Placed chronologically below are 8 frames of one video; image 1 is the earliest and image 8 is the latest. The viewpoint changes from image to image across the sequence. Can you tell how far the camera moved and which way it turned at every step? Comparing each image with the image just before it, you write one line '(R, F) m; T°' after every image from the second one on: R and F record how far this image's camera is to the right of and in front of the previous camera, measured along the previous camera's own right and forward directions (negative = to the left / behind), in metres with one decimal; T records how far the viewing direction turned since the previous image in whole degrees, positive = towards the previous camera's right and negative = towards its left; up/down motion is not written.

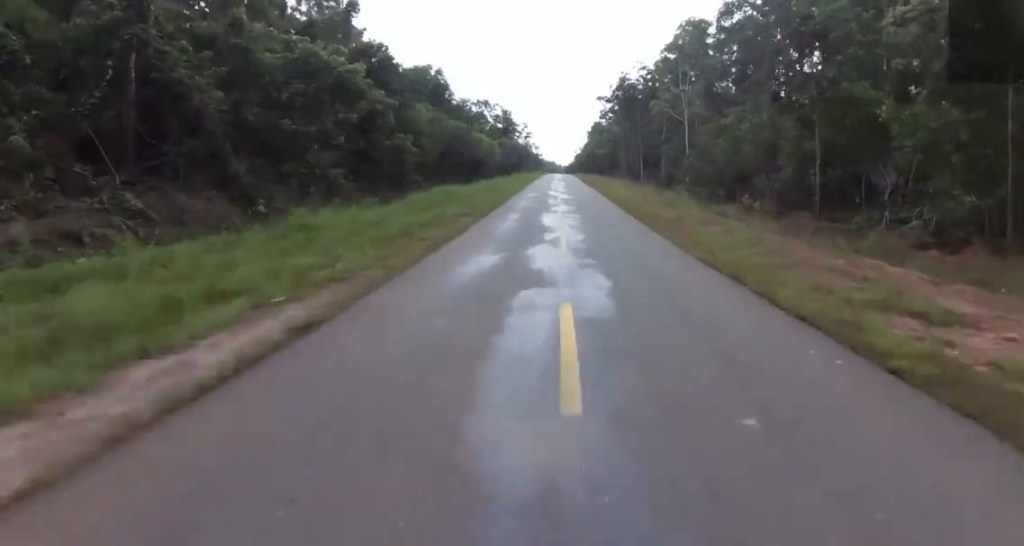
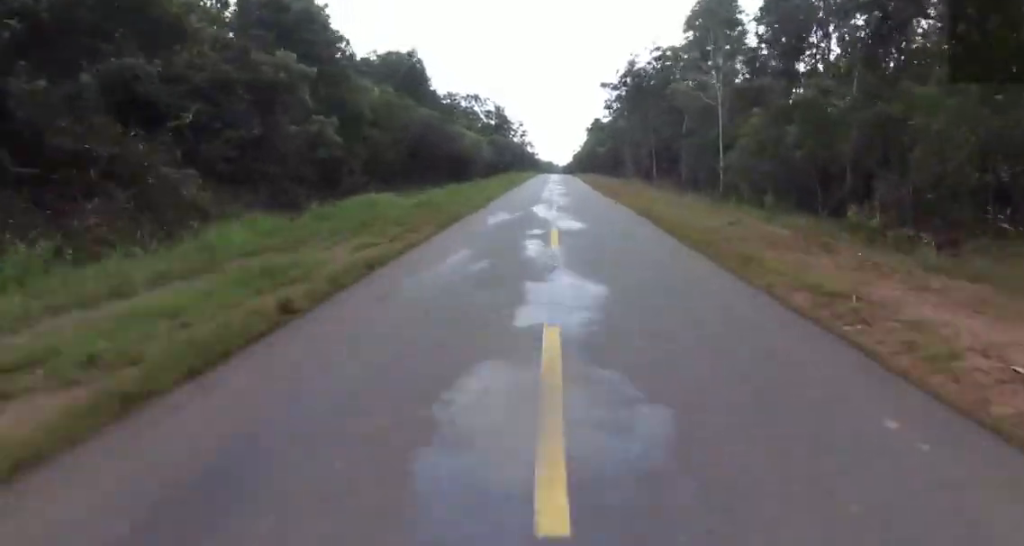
(-0.7, +17.9) m; 0°
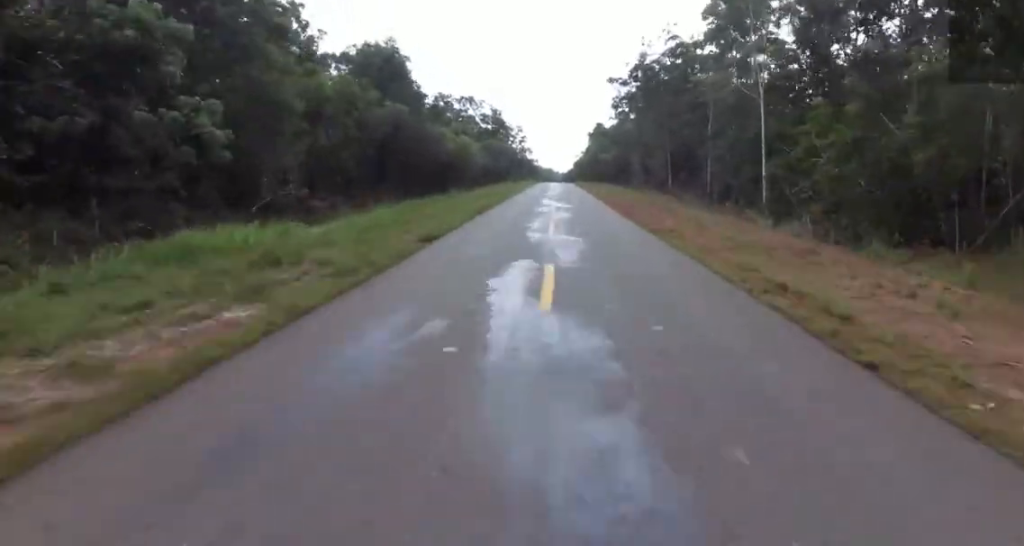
(+0.7, +11.7) m; 0°
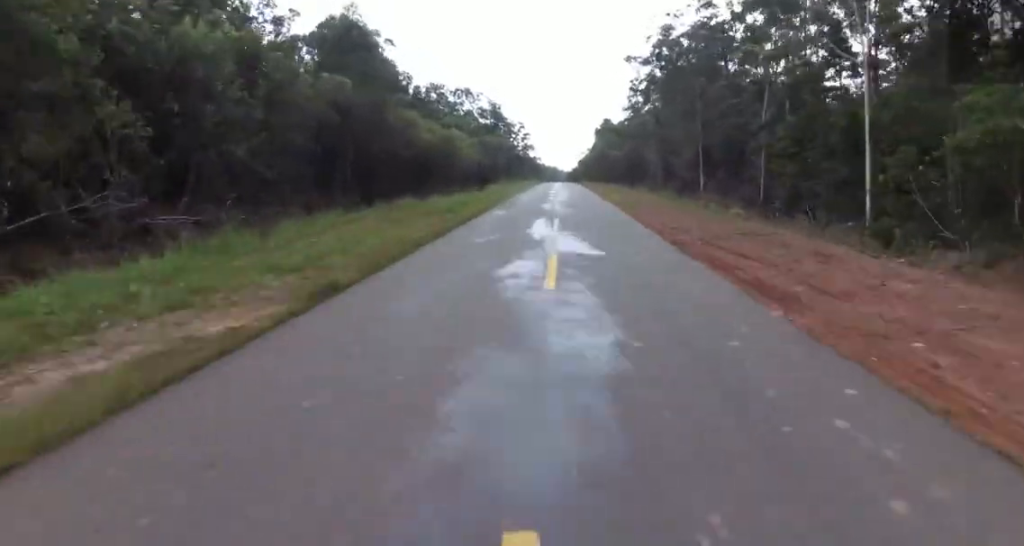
(+0.4, +13.9) m; 0°
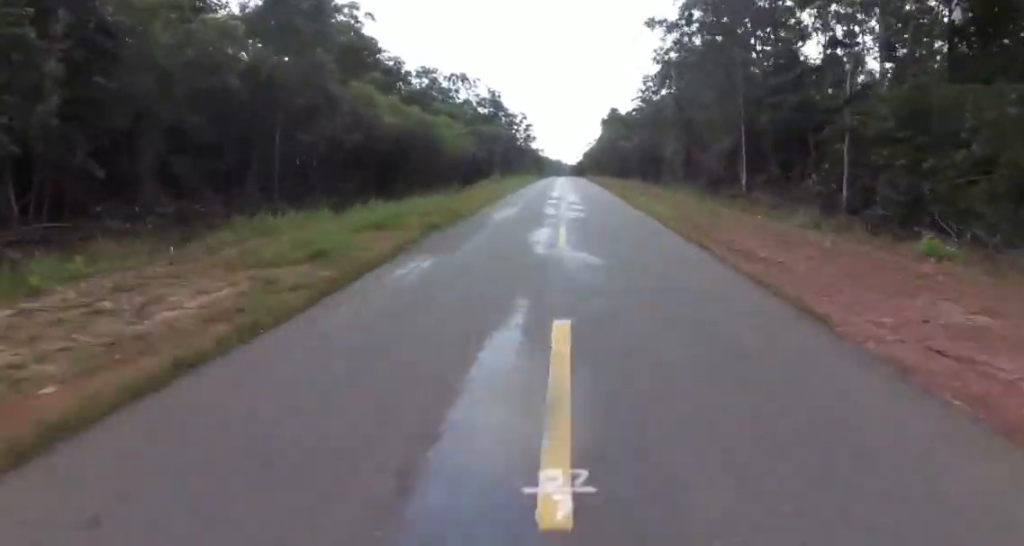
(-0.8, +12.6) m; 0°
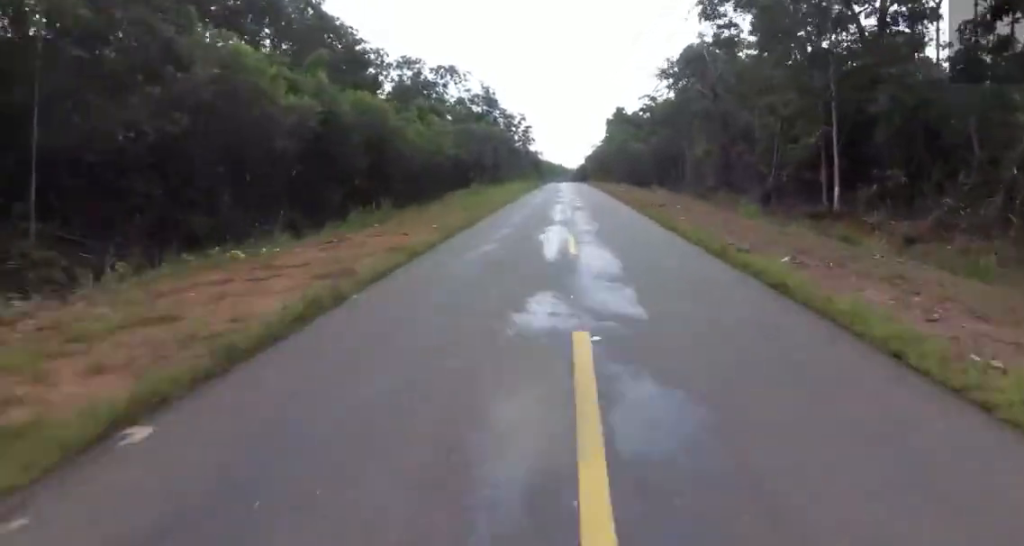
(+0.1, +15.1) m; 0°
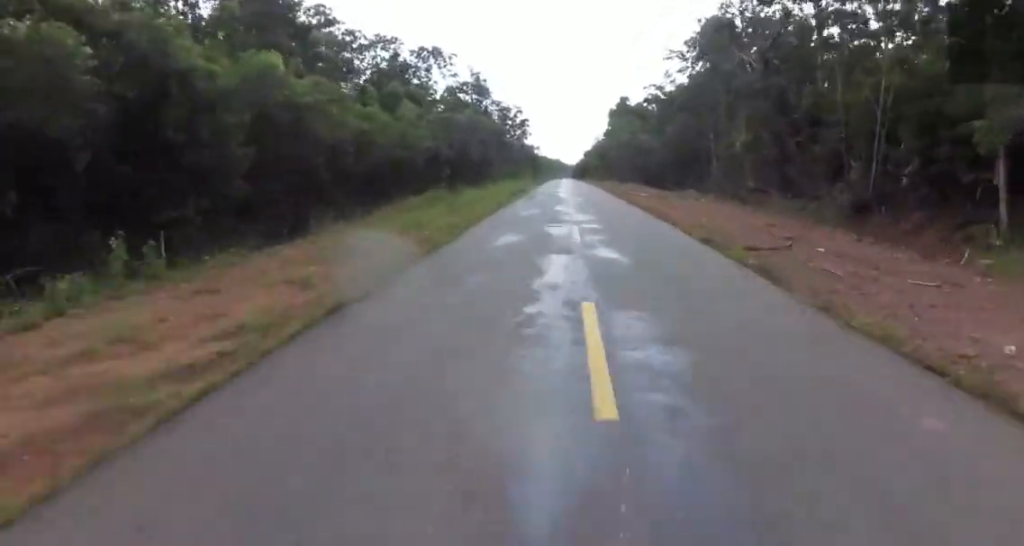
(+0.9, +13.9) m; 0°
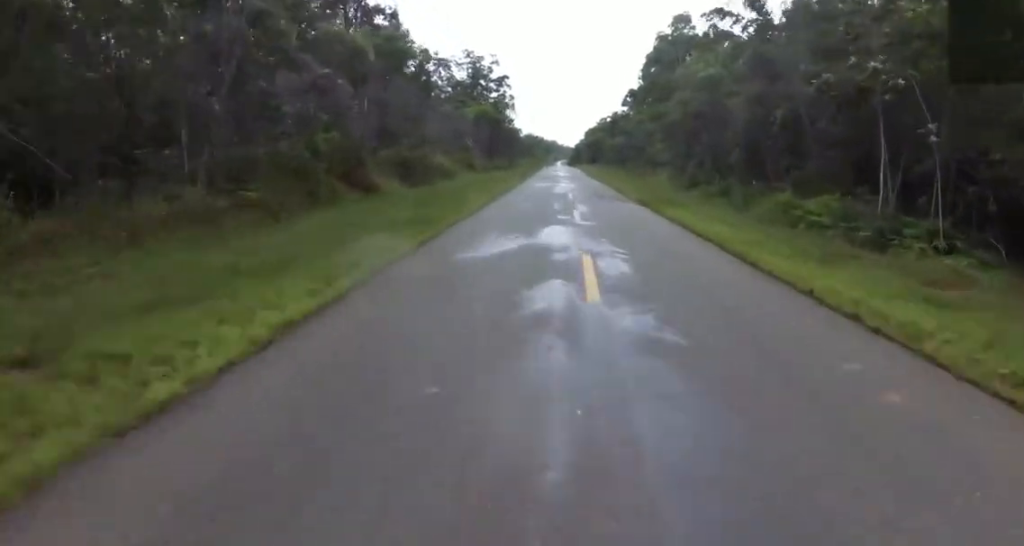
(-1.7, +67.2) m; -4°
